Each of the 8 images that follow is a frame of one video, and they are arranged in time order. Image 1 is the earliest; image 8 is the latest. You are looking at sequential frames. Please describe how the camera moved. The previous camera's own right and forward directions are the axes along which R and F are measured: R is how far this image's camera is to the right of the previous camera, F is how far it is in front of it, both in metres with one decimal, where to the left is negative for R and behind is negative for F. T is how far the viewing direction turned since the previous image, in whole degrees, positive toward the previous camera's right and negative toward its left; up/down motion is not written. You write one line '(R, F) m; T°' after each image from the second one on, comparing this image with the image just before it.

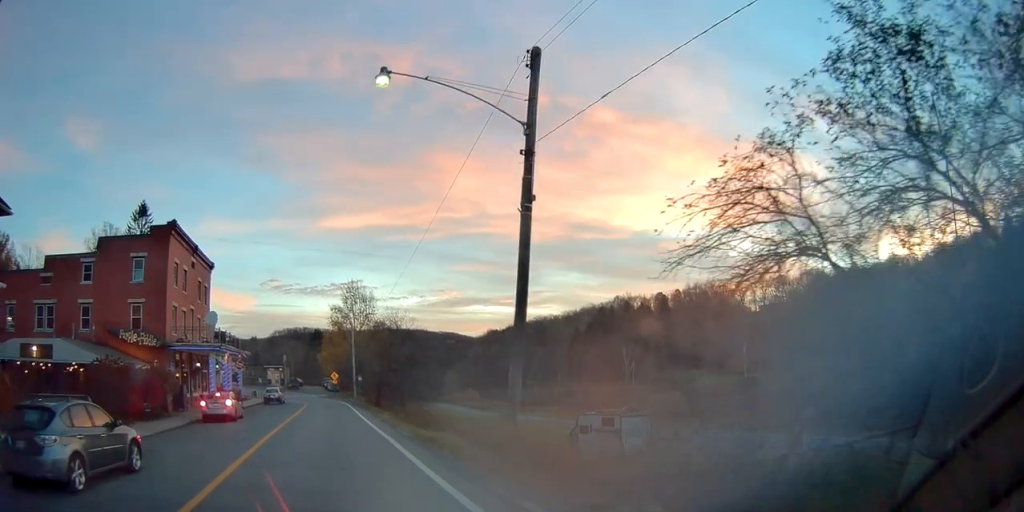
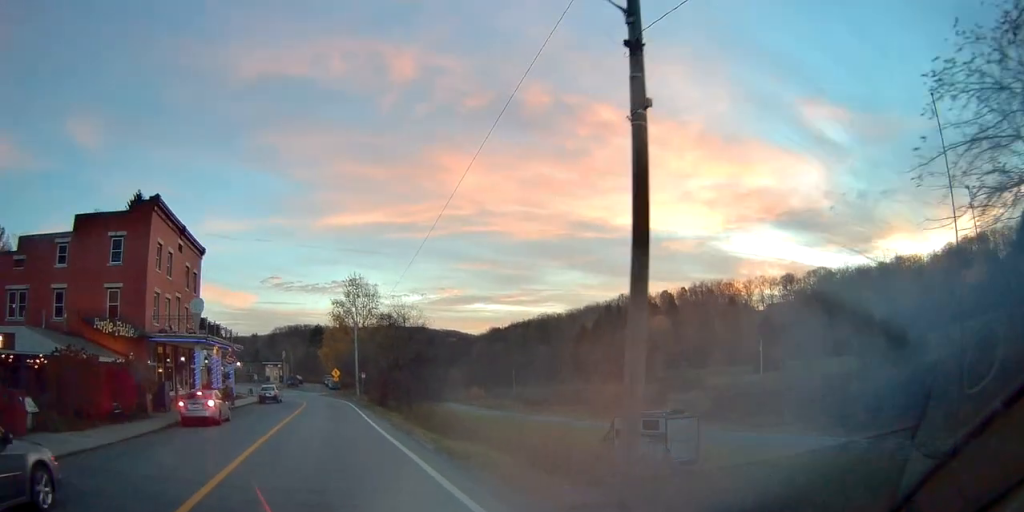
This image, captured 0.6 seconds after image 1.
(+0.2, +4.4) m; 0°
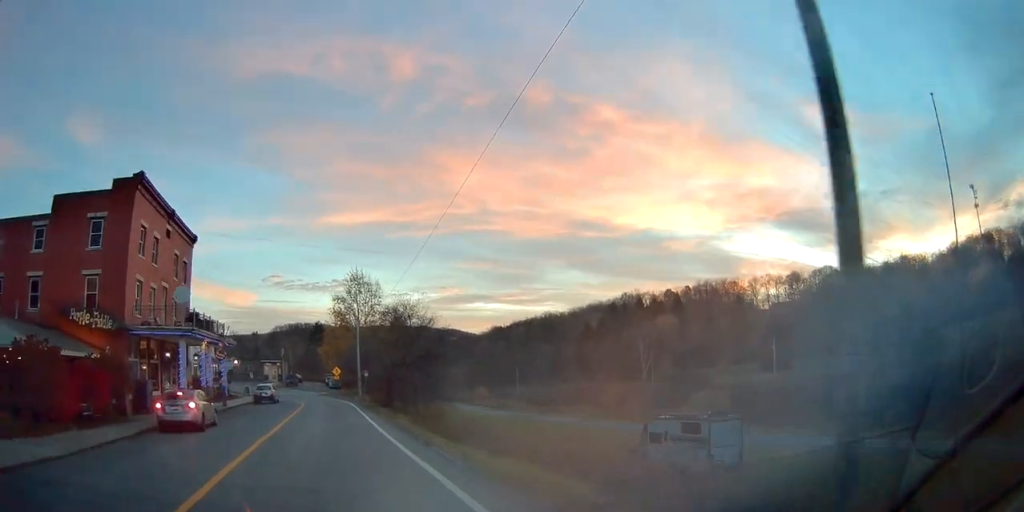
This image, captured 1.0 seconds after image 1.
(-0.1, +3.4) m; -1°
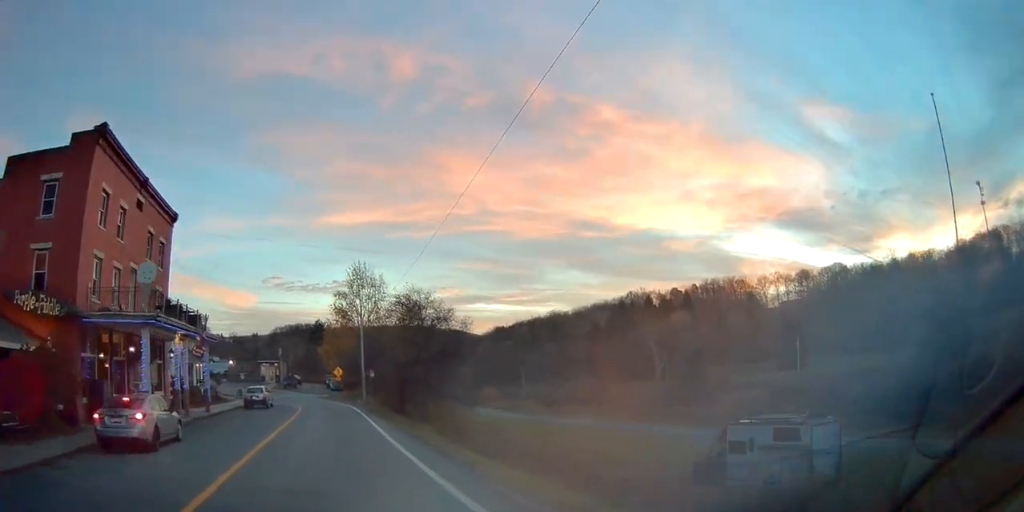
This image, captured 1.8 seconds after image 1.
(-0.1, +6.0) m; -1°
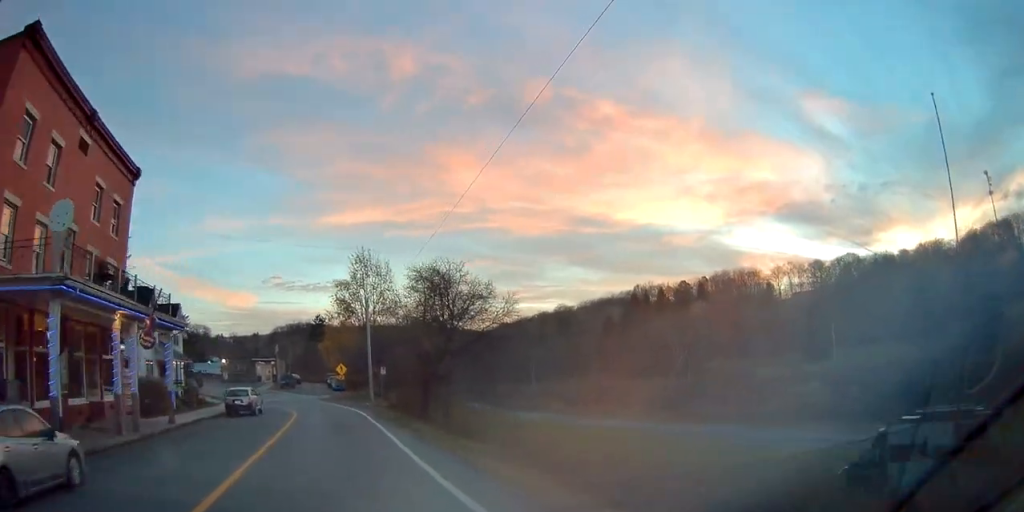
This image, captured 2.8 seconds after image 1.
(0.0, +8.0) m; 0°
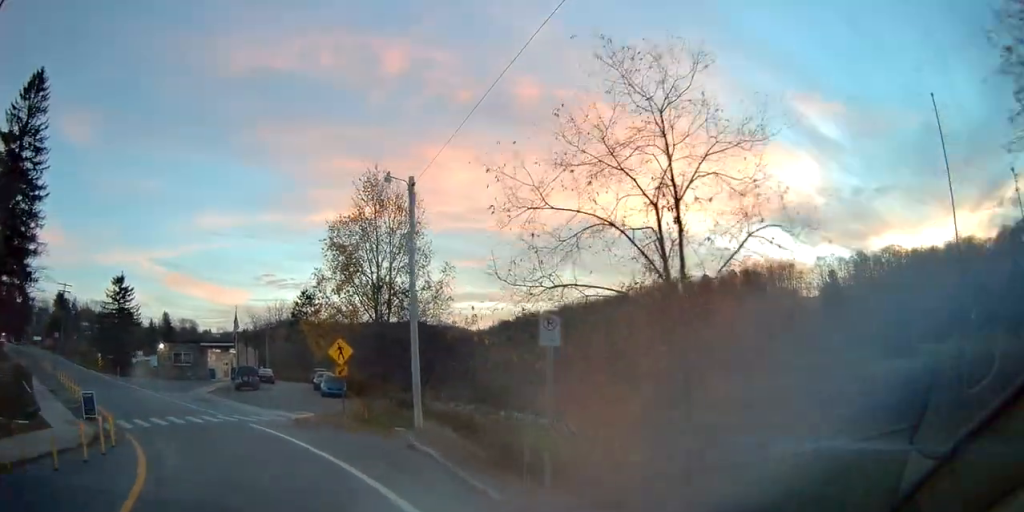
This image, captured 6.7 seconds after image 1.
(+0.3, +30.2) m; 0°
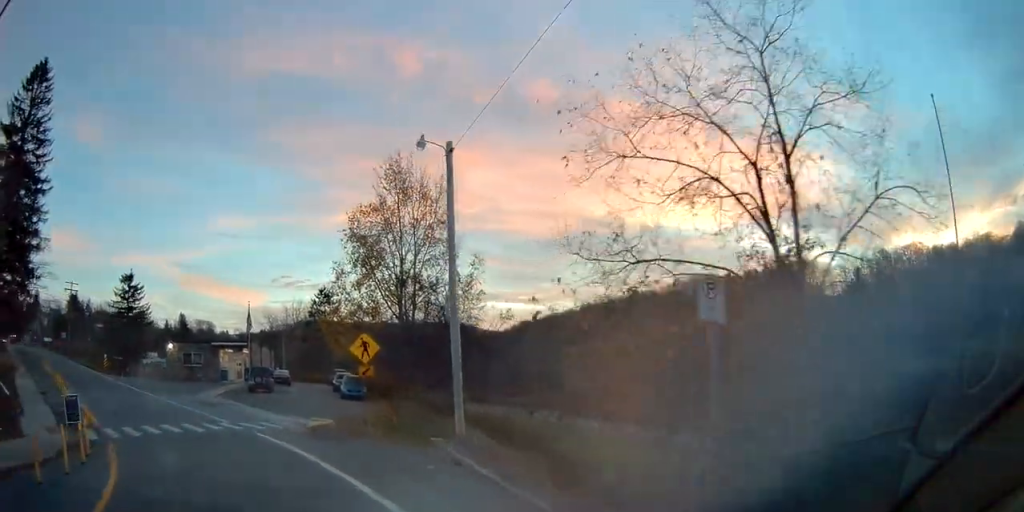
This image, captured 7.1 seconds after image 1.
(-0.2, +3.3) m; -2°
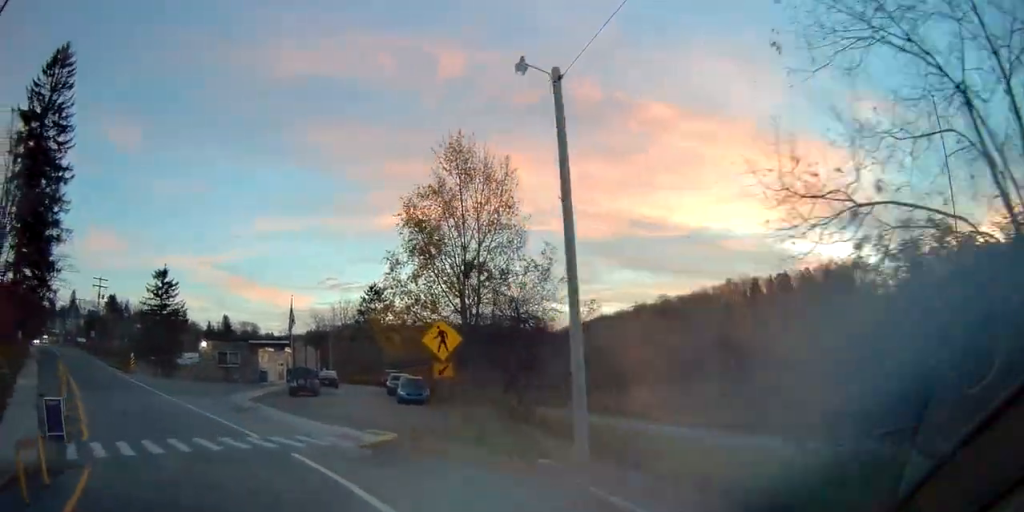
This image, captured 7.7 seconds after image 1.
(-0.2, +4.7) m; -3°
